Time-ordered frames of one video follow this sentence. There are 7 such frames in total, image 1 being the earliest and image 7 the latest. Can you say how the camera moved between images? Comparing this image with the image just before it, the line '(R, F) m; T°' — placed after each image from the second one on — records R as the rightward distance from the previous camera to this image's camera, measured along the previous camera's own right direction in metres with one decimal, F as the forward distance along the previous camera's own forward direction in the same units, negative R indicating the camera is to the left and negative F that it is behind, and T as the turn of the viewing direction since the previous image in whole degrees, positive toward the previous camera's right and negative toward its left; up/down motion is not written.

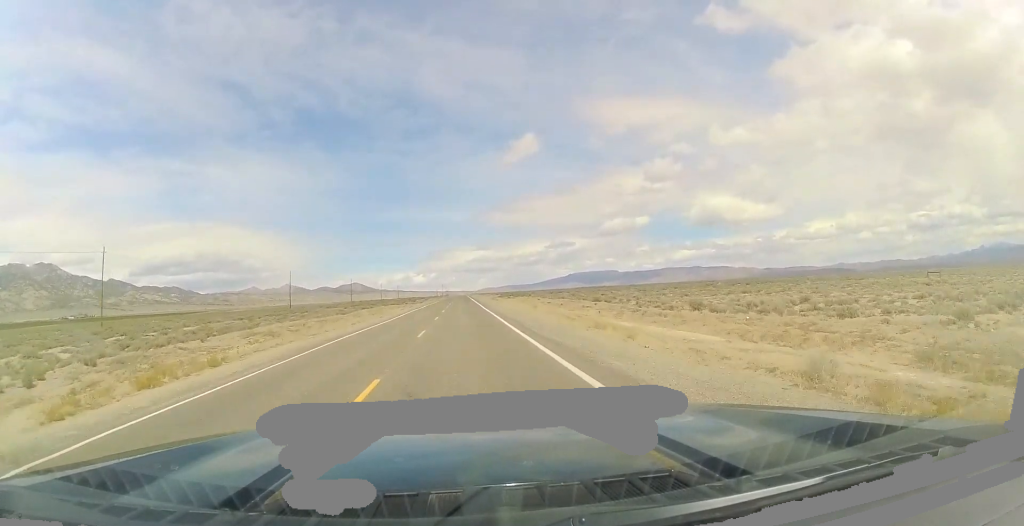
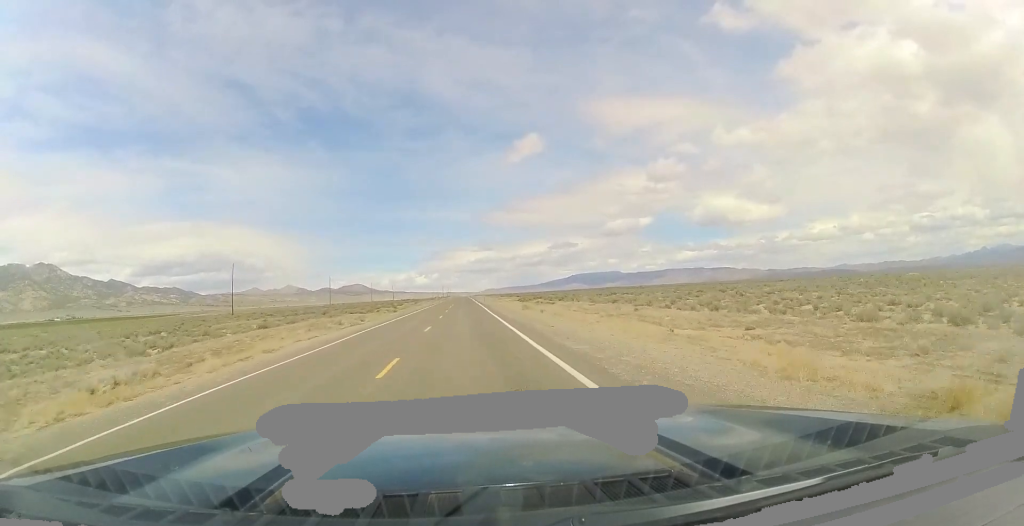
(-0.8, +50.6) m; 0°
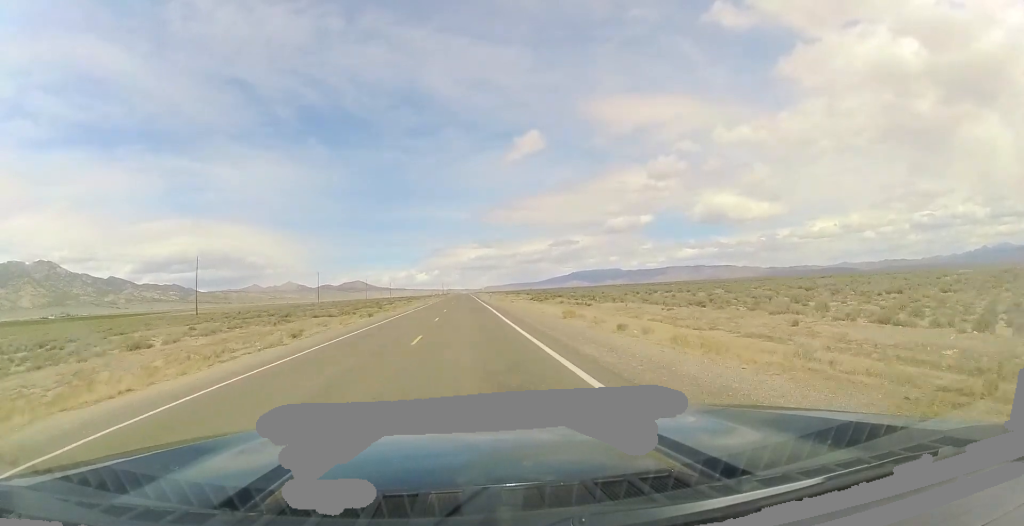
(+0.5, +20.7) m; +1°
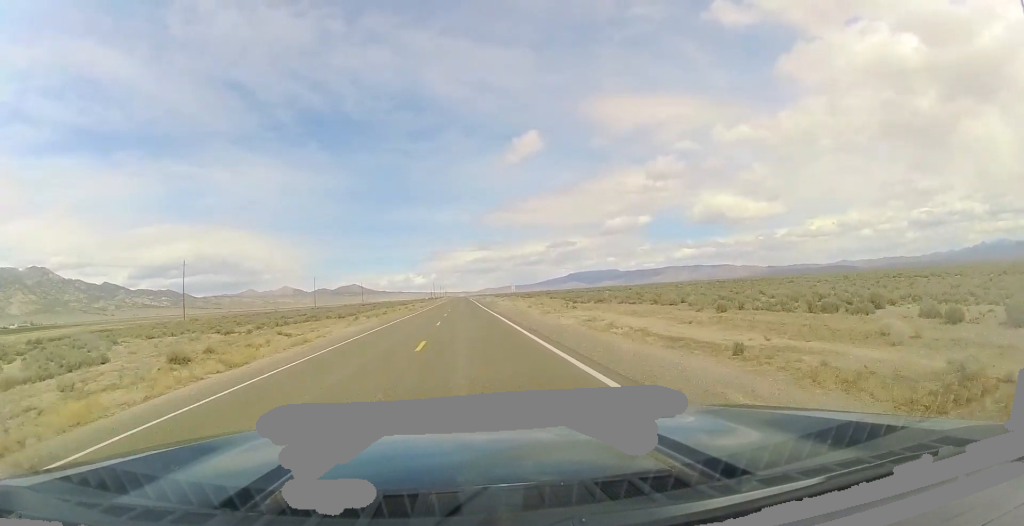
(-1.2, +110.3) m; 0°
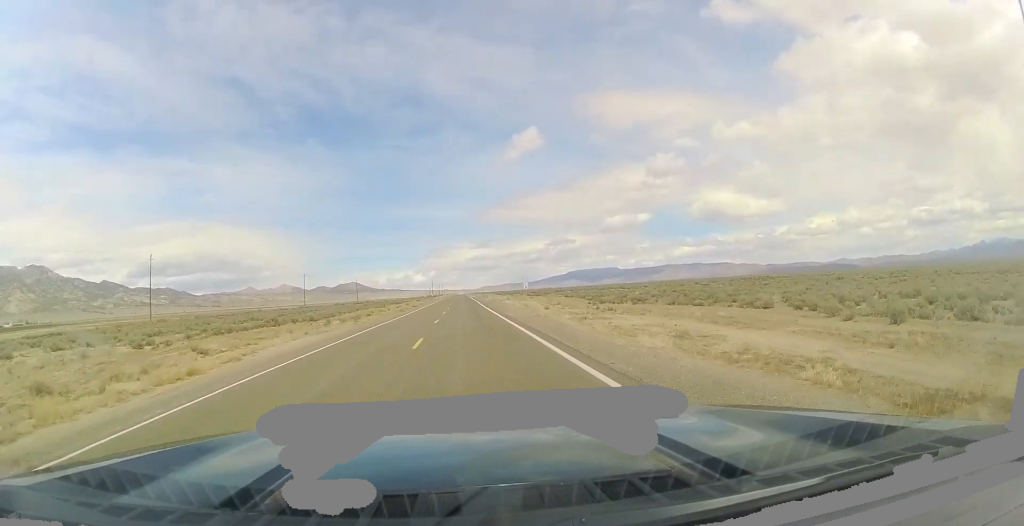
(+0.1, +13.8) m; 0°
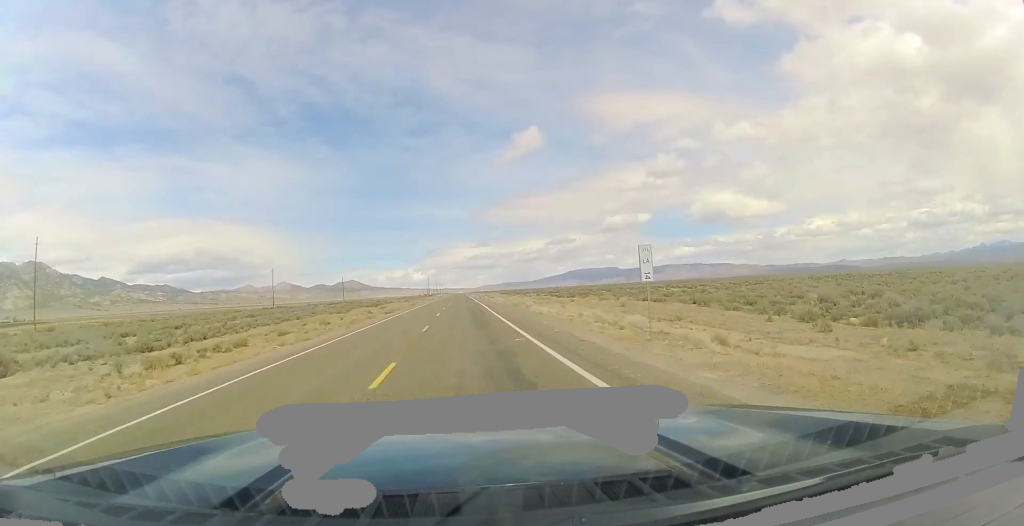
(+0.1, +34.5) m; 0°
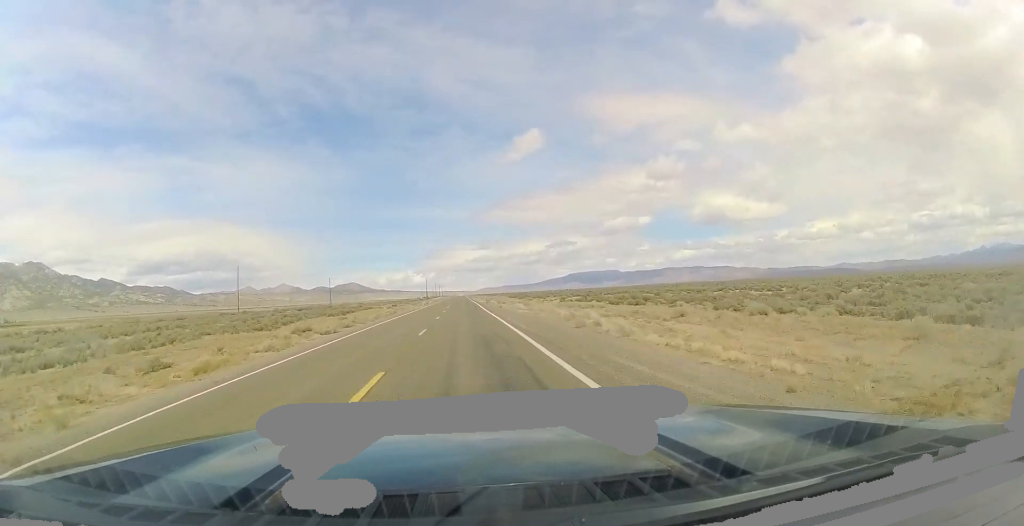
(-0.1, +28.7) m; 0°
